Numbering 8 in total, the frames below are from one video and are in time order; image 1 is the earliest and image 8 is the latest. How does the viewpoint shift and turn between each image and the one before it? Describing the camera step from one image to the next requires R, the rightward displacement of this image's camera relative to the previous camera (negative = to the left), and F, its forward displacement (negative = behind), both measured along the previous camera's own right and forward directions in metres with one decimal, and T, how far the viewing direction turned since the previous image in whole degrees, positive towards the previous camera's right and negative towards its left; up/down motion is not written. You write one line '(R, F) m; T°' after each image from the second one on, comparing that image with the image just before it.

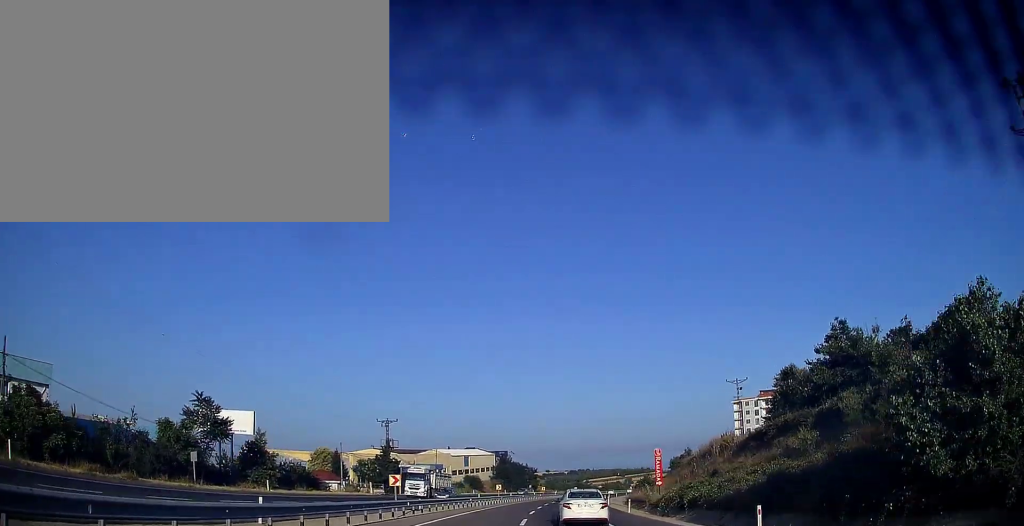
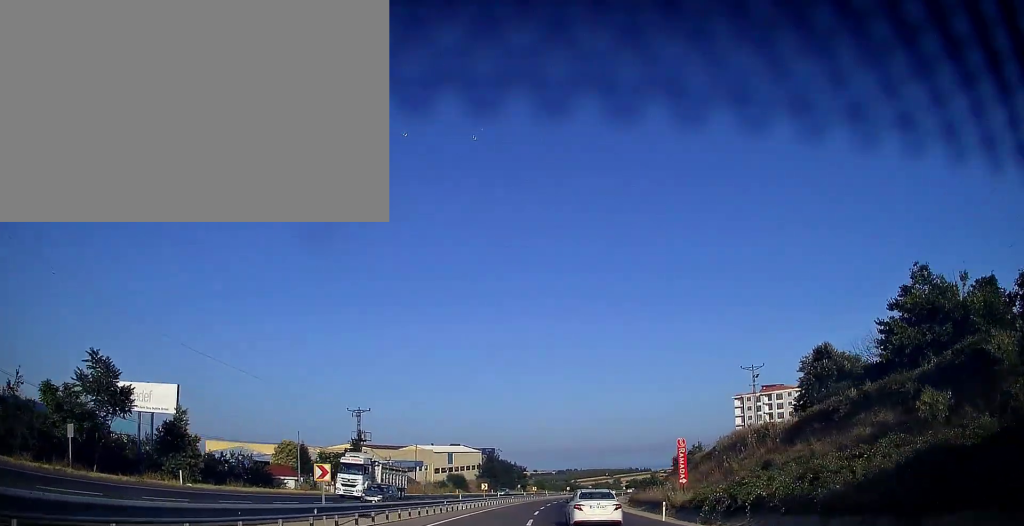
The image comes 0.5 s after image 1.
(0.0, +11.8) m; +1°
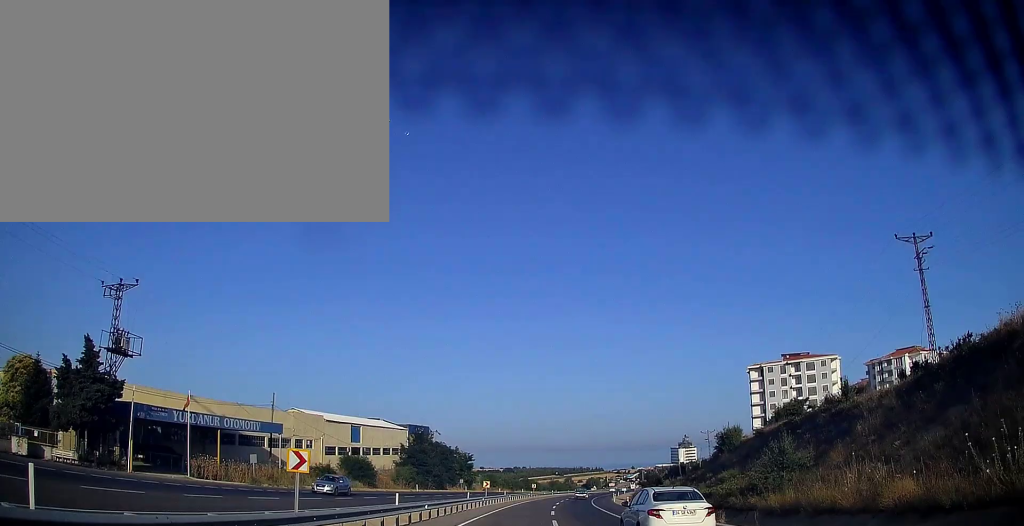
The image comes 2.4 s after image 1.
(+3.4, +50.0) m; +7°
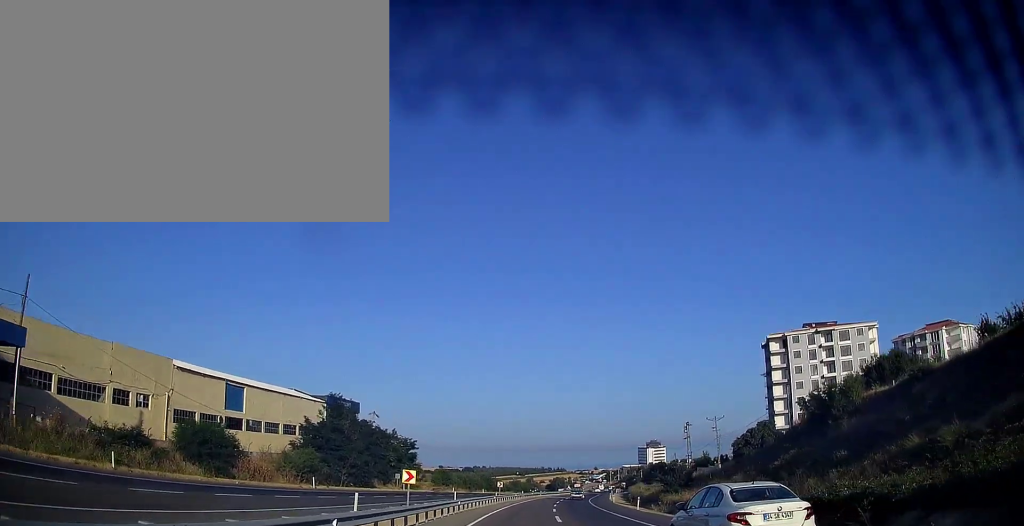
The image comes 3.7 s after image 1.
(+0.3, +32.4) m; +1°
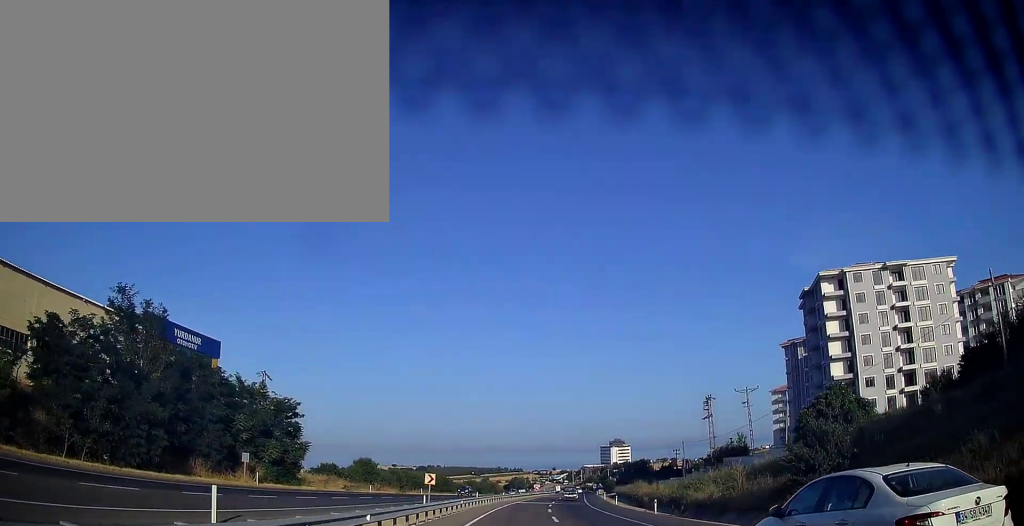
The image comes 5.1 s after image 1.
(+1.1, +37.2) m; +5°
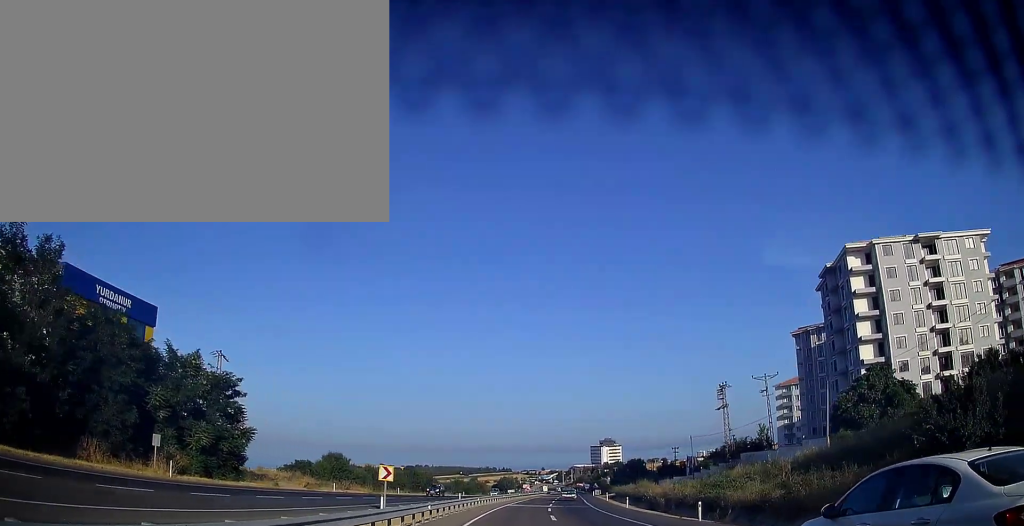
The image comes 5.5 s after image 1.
(+0.1, +10.7) m; +2°
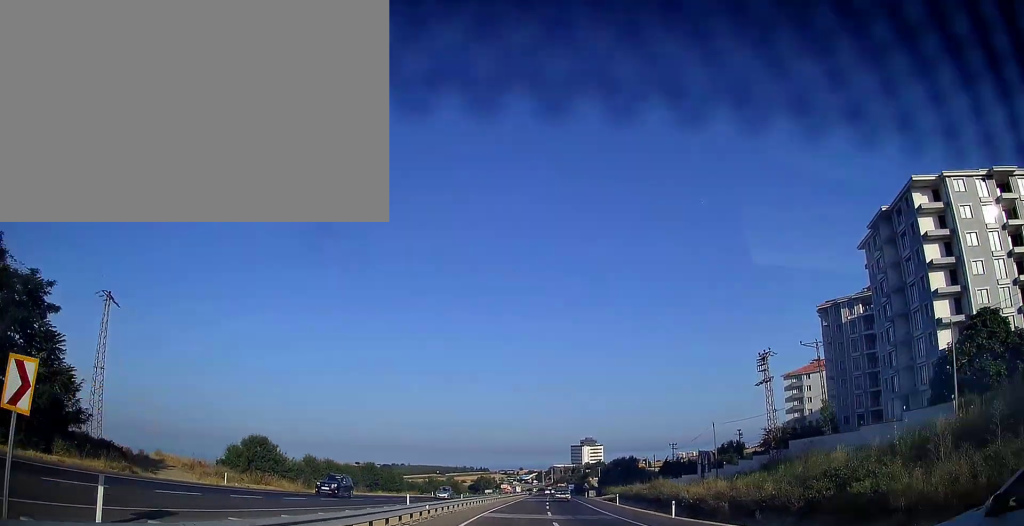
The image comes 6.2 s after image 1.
(+0.7, +19.6) m; +2°
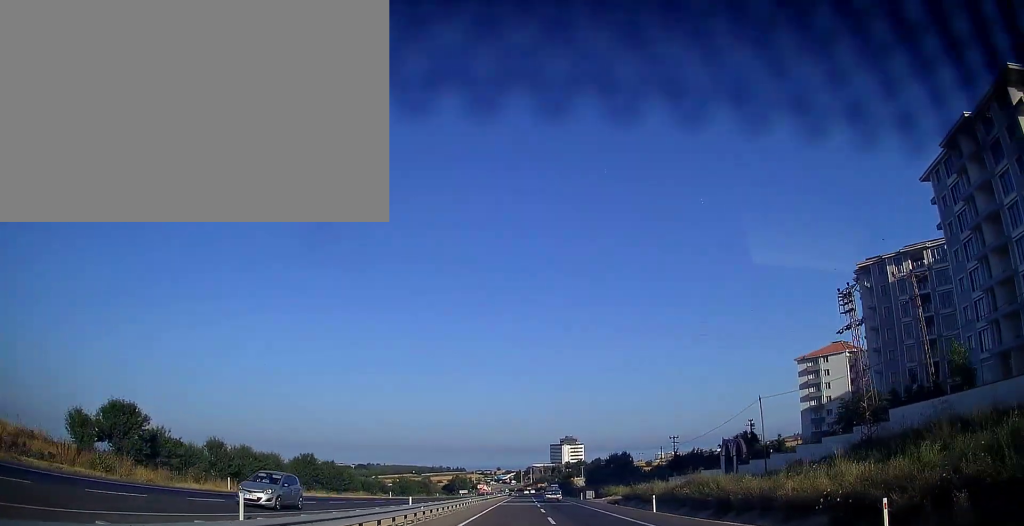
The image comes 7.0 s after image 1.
(+0.3, +20.6) m; +1°
